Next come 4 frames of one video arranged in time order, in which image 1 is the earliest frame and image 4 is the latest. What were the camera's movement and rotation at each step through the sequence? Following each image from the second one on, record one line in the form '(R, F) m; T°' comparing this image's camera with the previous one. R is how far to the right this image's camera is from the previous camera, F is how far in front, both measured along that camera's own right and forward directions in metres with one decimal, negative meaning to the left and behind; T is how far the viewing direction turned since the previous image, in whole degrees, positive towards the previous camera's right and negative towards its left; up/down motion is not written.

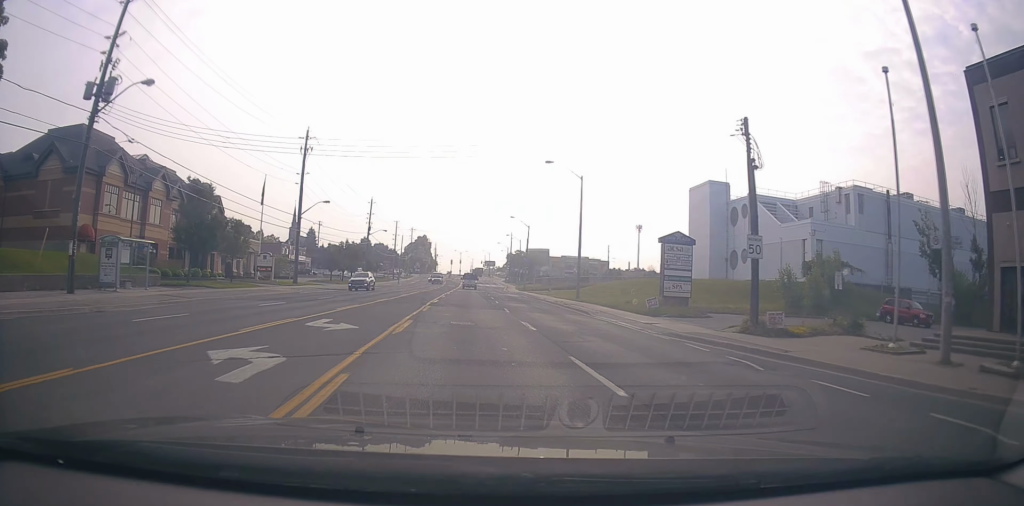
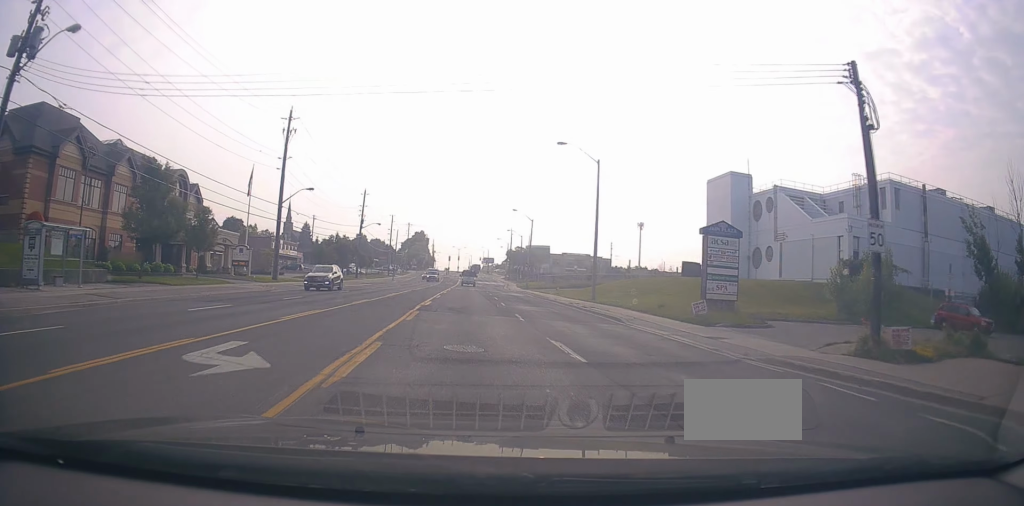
(0.0, +6.2) m; +1°
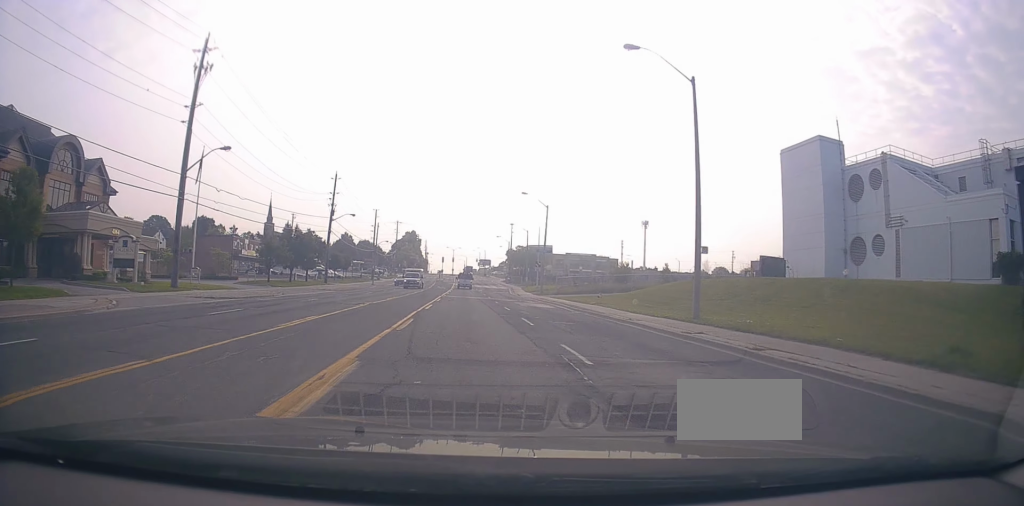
(+0.5, +18.9) m; +1°
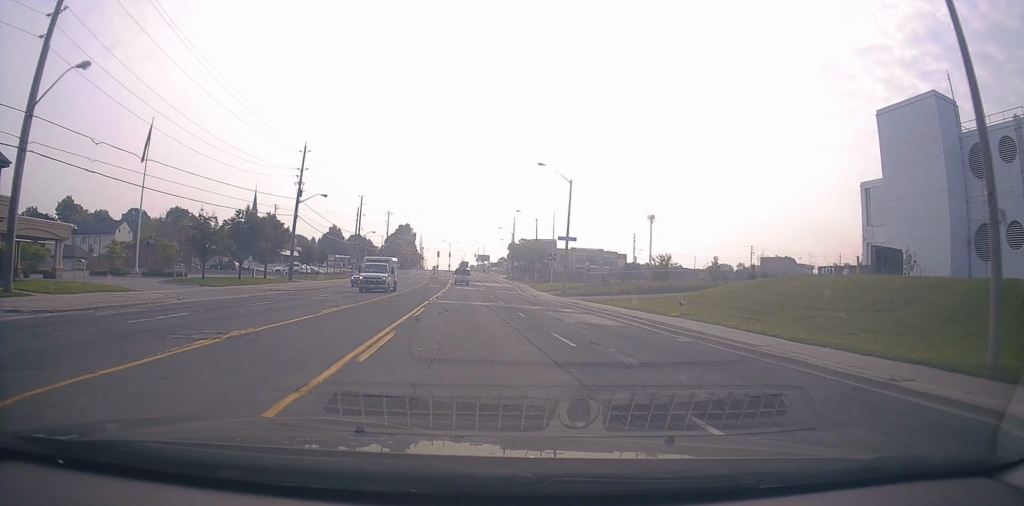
(-0.3, +15.1) m; 0°
